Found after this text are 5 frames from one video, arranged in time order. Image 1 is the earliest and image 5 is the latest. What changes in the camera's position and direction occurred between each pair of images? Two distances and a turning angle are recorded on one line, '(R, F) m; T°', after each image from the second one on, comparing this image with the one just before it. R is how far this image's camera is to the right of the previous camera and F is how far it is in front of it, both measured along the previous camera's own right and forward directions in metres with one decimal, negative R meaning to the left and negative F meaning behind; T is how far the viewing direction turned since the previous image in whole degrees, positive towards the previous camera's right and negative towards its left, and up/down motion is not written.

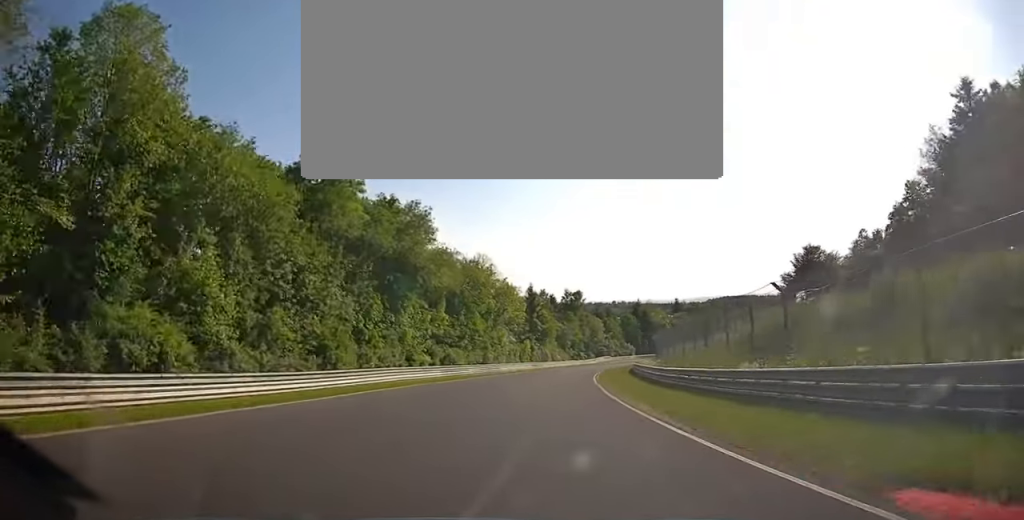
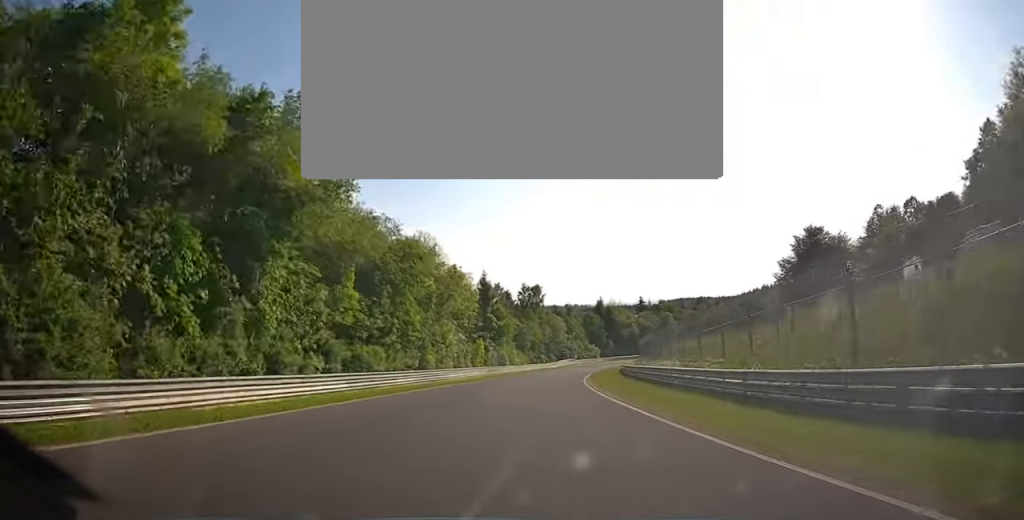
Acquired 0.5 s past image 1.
(+1.3, +18.8) m; +5°
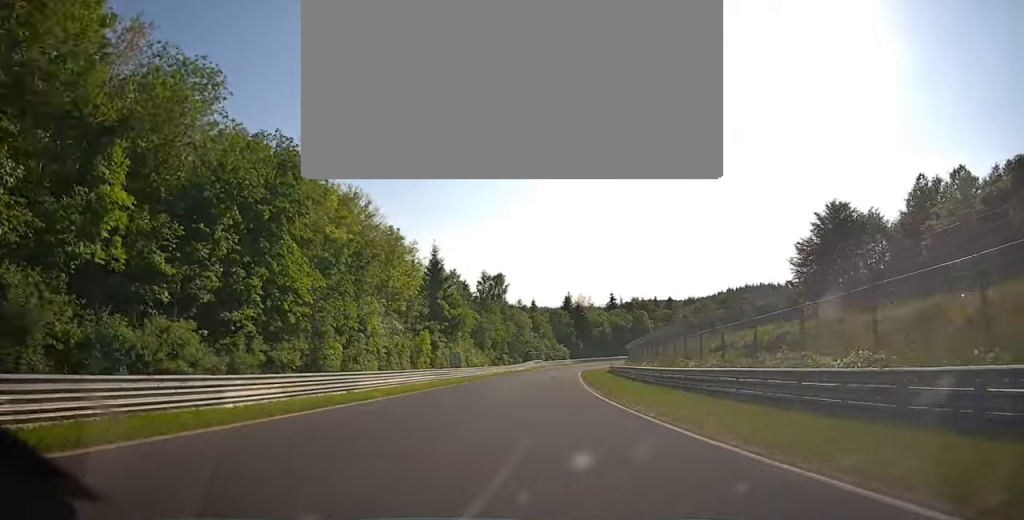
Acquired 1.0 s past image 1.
(+0.9, +19.4) m; +4°
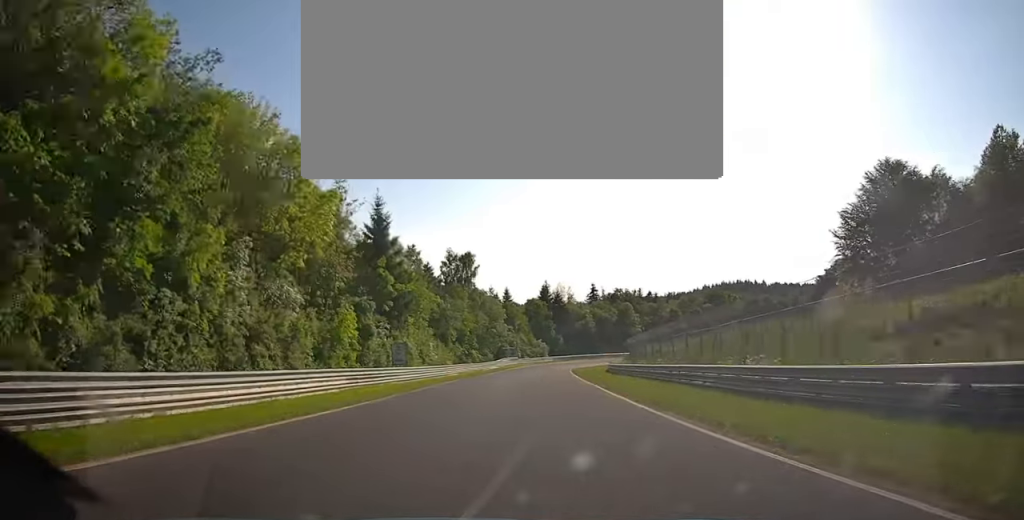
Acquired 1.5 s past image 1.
(+0.5, +18.1) m; +3°
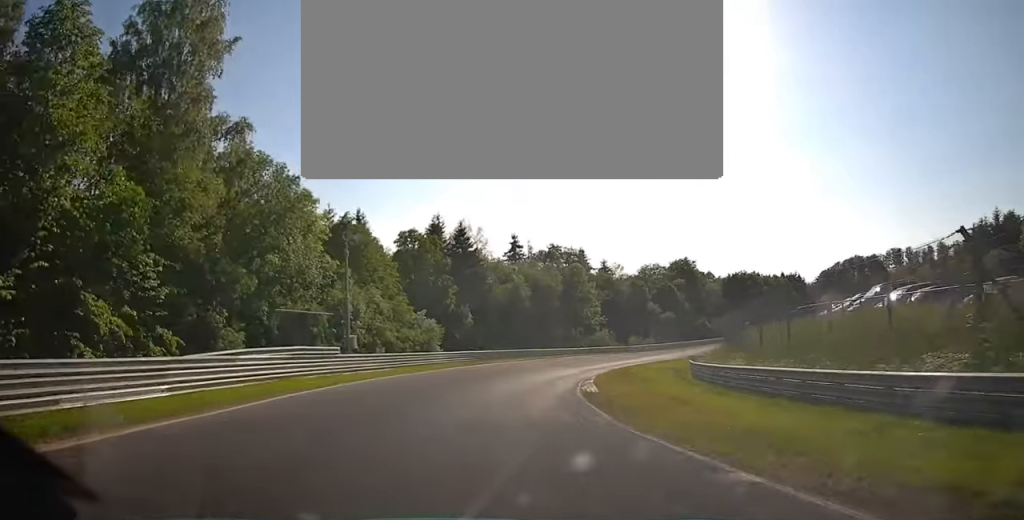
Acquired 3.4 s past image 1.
(+7.2, +64.4) m; +12°
